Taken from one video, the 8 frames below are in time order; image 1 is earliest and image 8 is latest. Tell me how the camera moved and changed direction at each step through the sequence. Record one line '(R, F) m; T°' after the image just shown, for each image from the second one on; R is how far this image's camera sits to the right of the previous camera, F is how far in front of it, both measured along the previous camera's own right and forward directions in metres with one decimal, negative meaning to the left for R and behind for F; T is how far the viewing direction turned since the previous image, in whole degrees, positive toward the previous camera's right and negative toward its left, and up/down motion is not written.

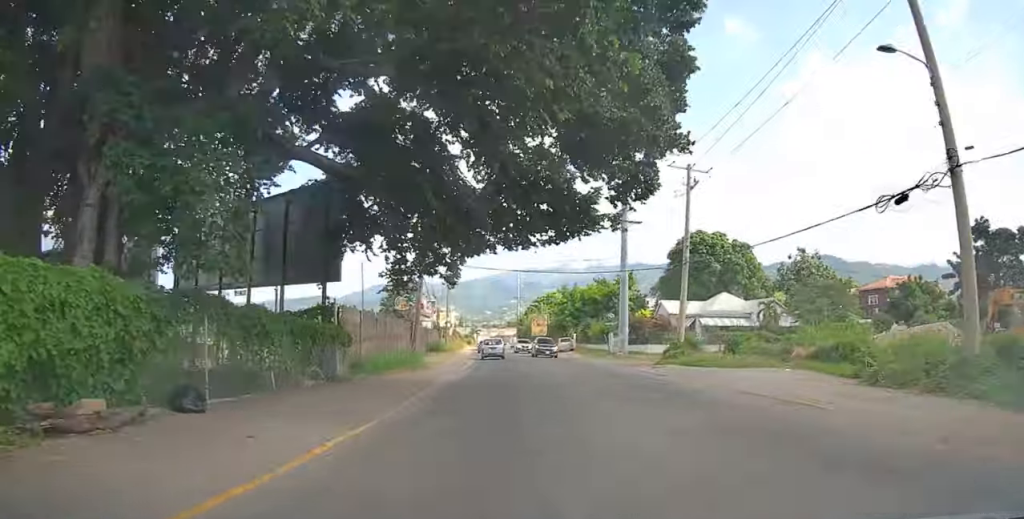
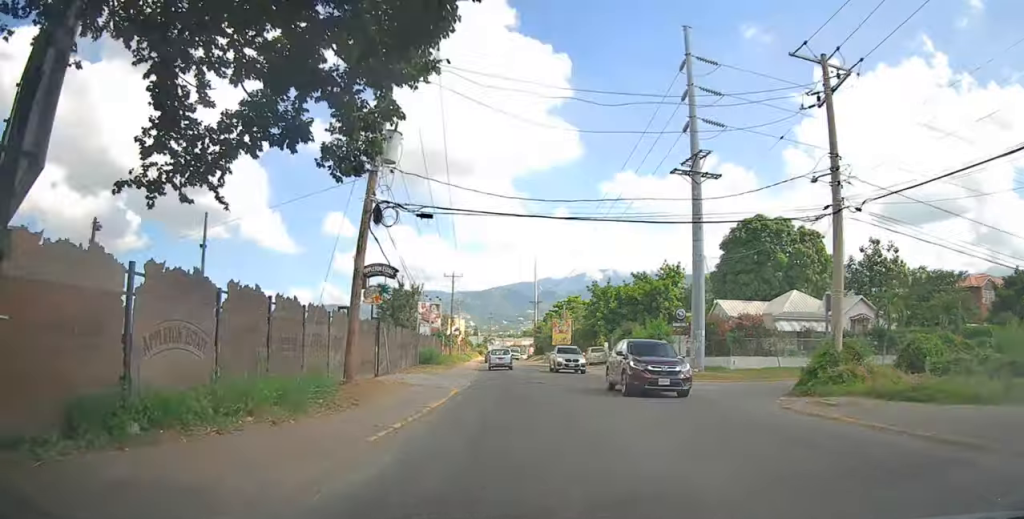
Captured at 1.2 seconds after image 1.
(-0.7, +14.0) m; -3°
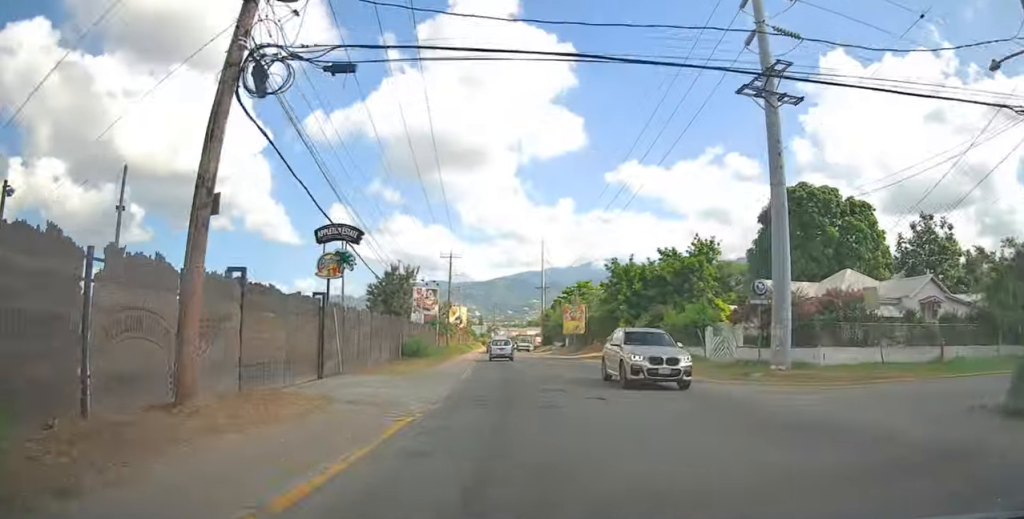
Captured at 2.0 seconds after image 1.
(-0.1, +8.6) m; 0°
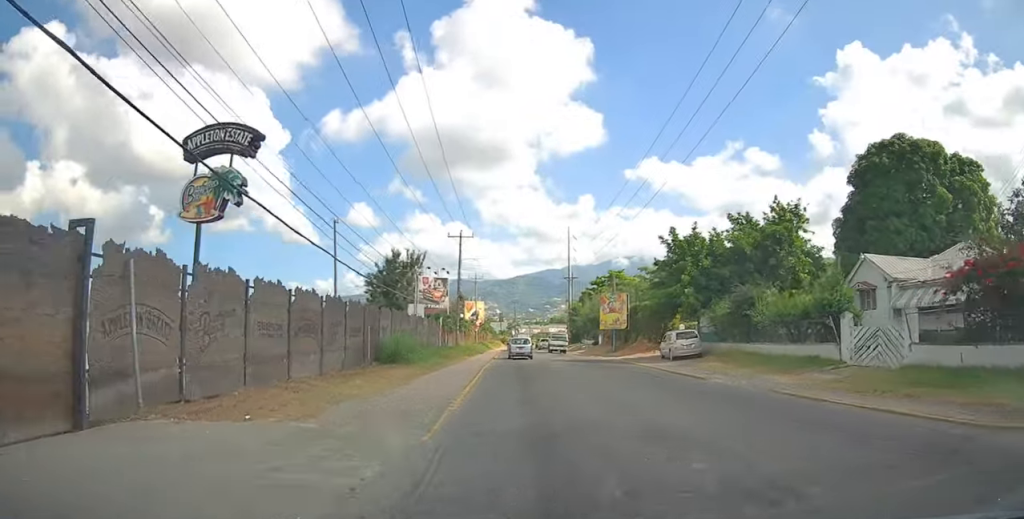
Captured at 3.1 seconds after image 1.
(+0.2, +11.9) m; 0°
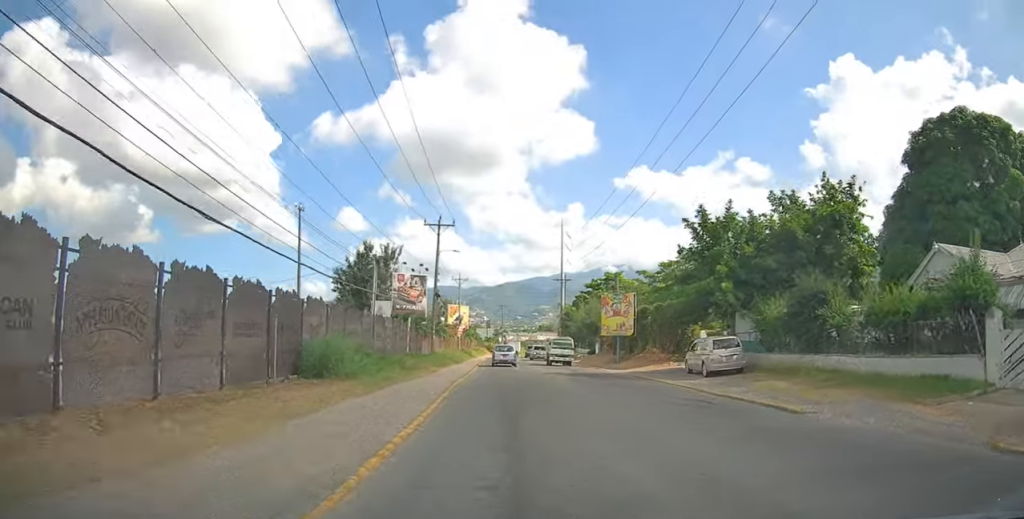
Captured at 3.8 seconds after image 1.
(-0.2, +7.8) m; -1°
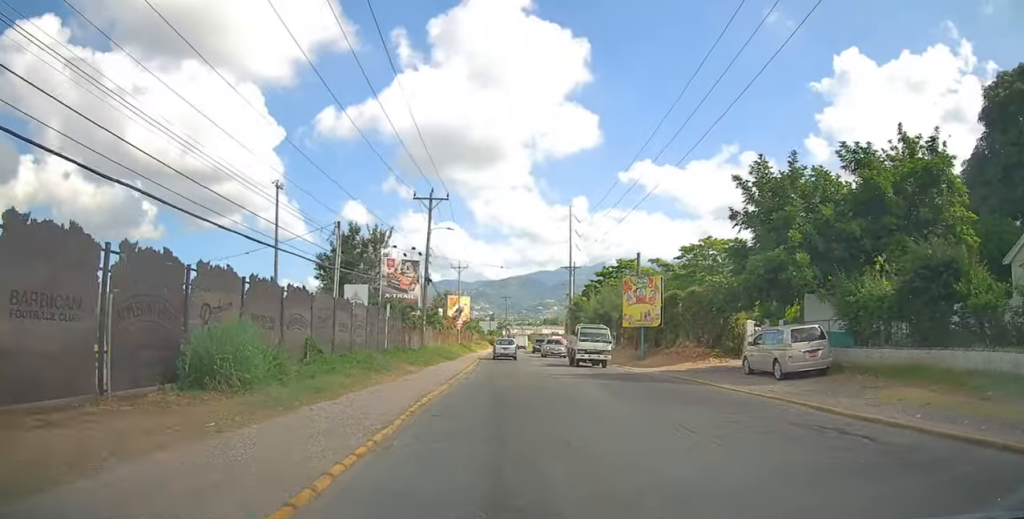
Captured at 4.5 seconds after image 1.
(0.0, +6.6) m; 0°
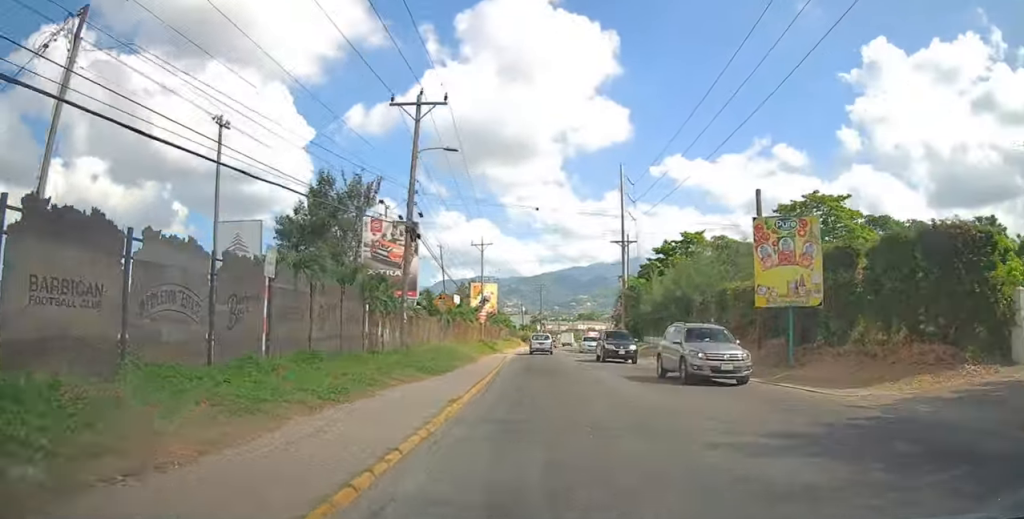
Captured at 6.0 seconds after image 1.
(0.0, +15.6) m; 0°
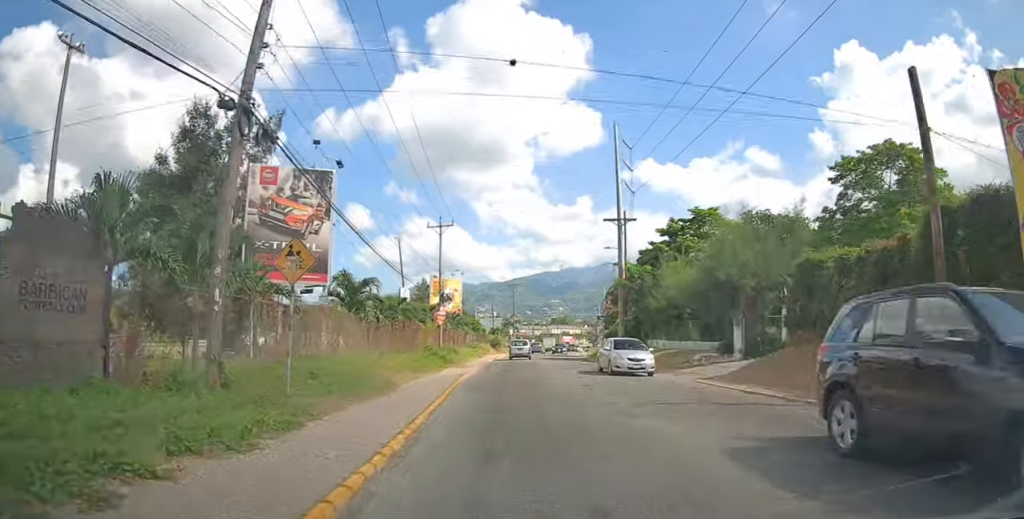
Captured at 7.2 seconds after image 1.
(0.0, +12.4) m; 0°
